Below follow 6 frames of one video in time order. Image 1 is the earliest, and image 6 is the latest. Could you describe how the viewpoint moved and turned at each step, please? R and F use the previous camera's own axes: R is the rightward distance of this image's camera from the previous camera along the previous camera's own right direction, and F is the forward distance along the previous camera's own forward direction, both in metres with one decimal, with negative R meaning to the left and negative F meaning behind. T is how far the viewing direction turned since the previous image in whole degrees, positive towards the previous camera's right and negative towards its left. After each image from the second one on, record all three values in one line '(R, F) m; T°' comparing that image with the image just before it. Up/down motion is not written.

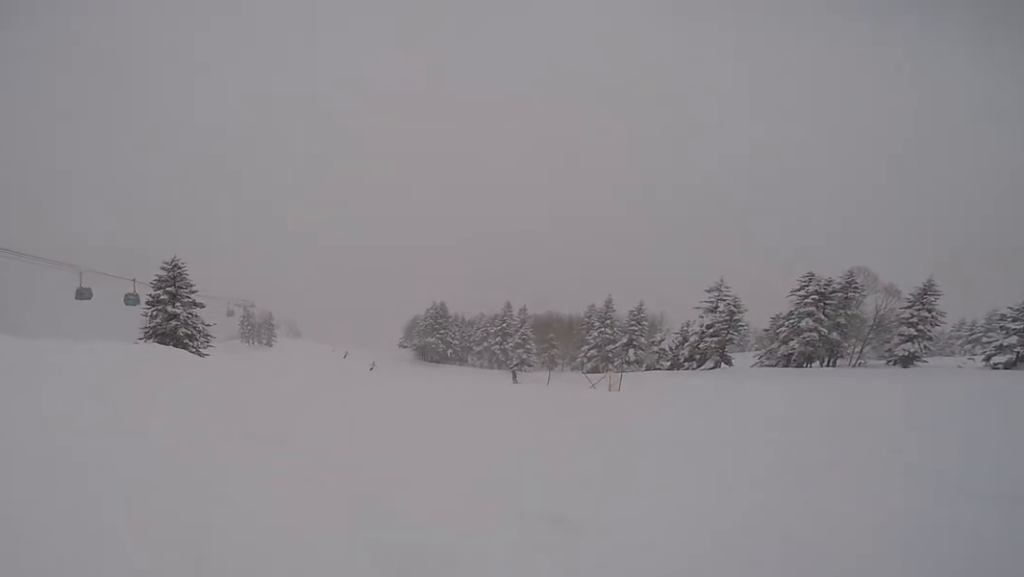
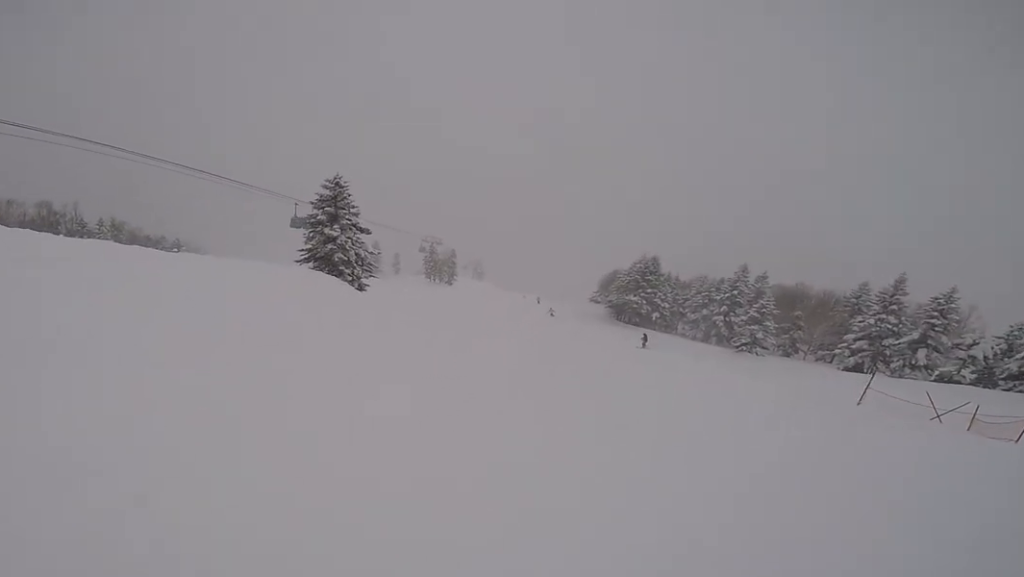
(0.0, +6.4) m; -15°
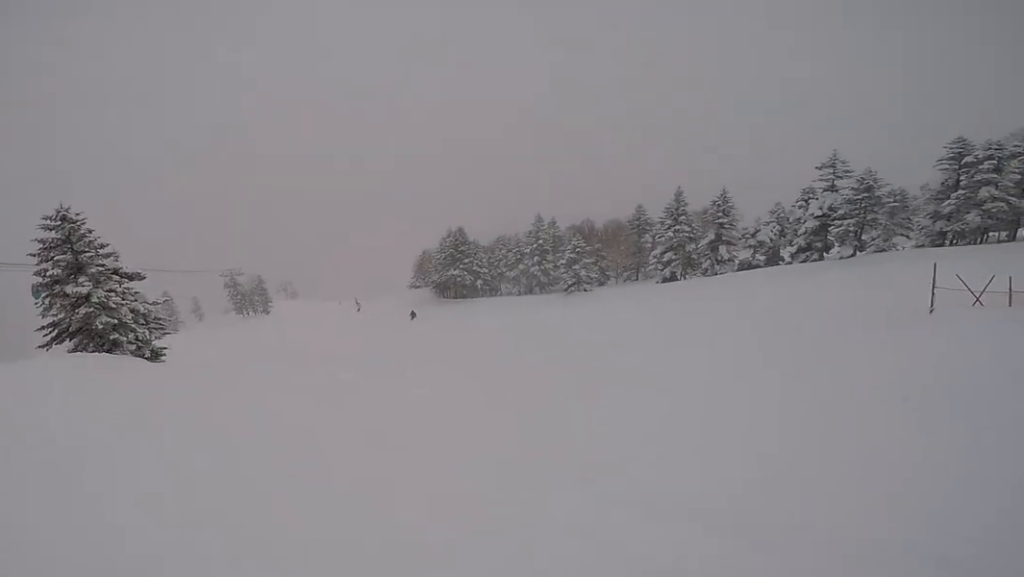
(-1.0, +6.8) m; +11°
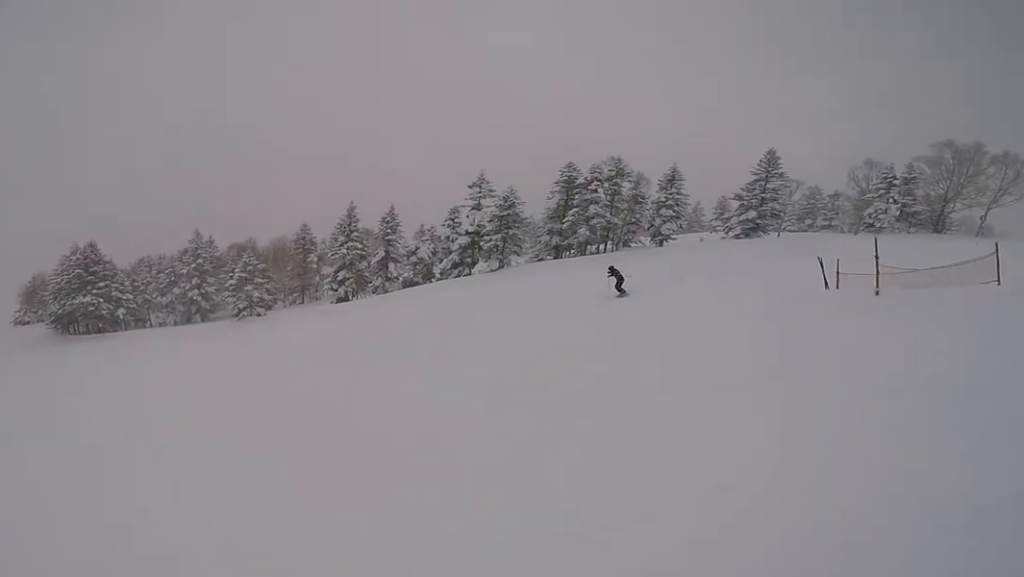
(+2.2, +7.9) m; +11°
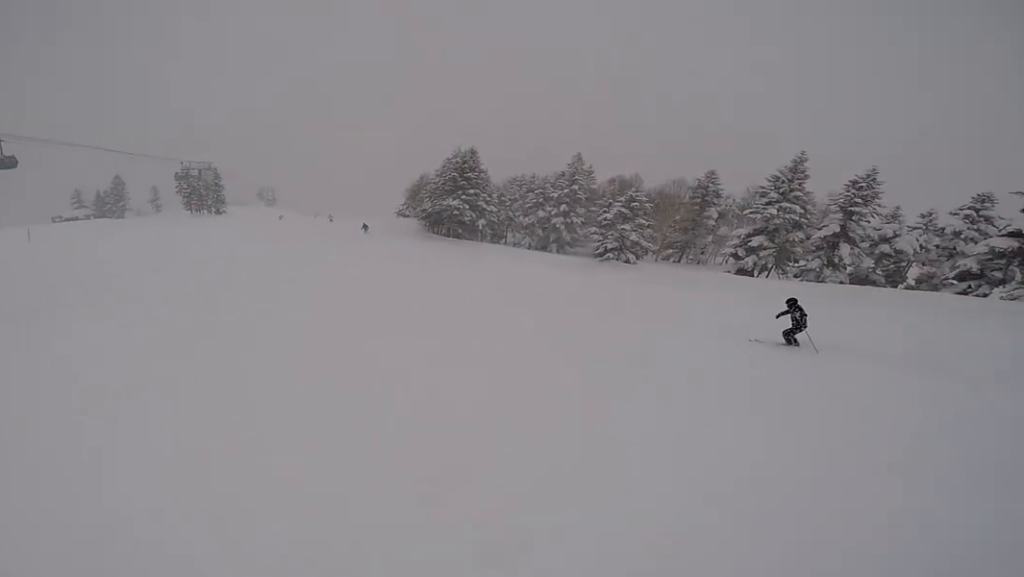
(-0.5, +7.4) m; -5°
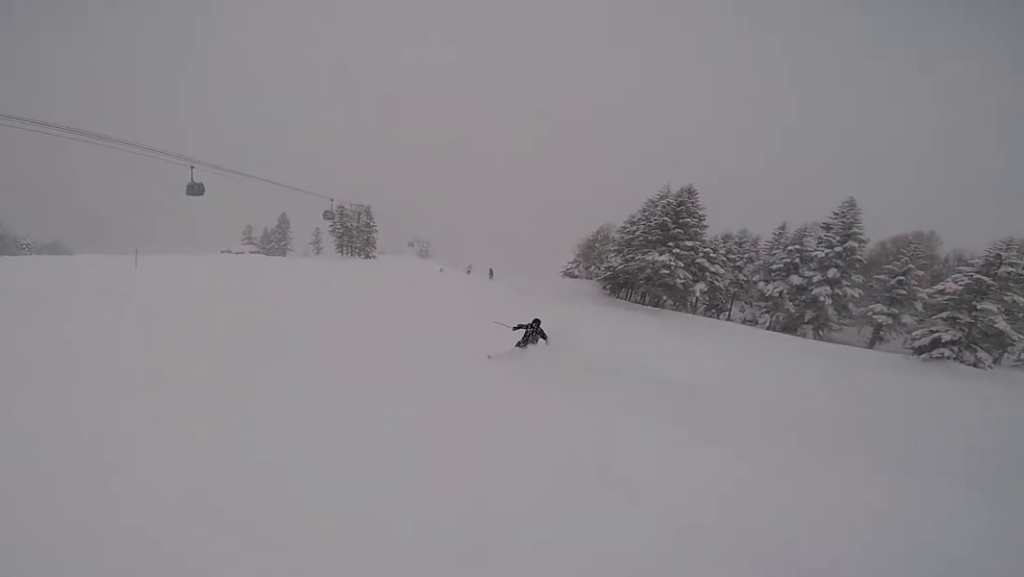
(-1.0, +10.3) m; -12°
